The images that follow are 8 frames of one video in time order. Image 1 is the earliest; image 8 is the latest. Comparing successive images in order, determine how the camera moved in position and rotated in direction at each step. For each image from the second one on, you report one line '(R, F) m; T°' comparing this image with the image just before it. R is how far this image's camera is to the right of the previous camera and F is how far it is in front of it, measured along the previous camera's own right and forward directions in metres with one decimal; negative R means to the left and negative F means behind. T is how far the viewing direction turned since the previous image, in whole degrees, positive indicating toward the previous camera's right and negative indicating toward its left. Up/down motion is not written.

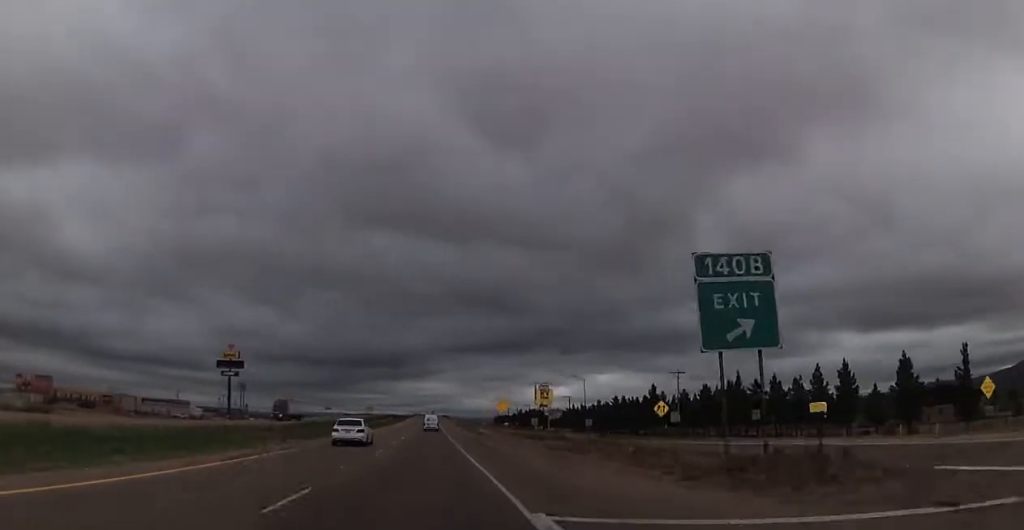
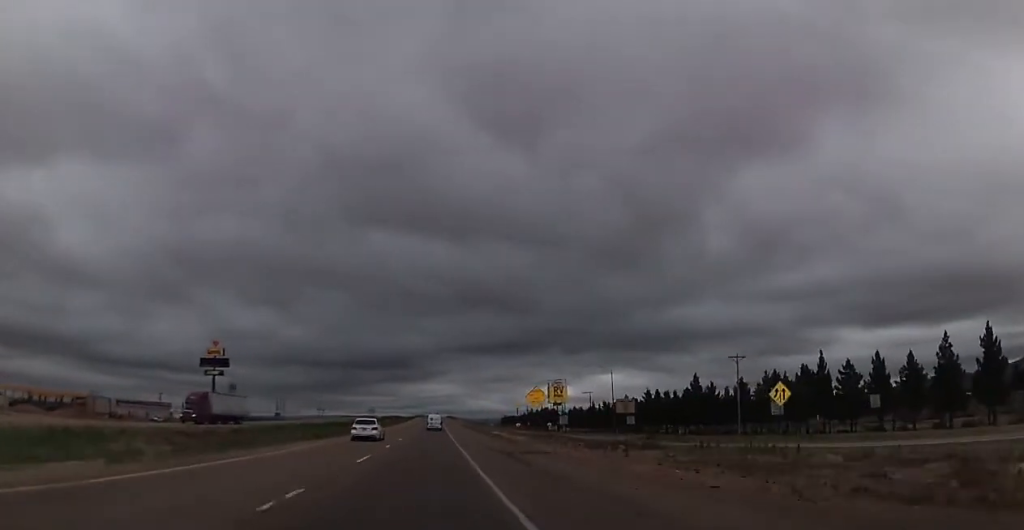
(0.0, +24.3) m; 0°
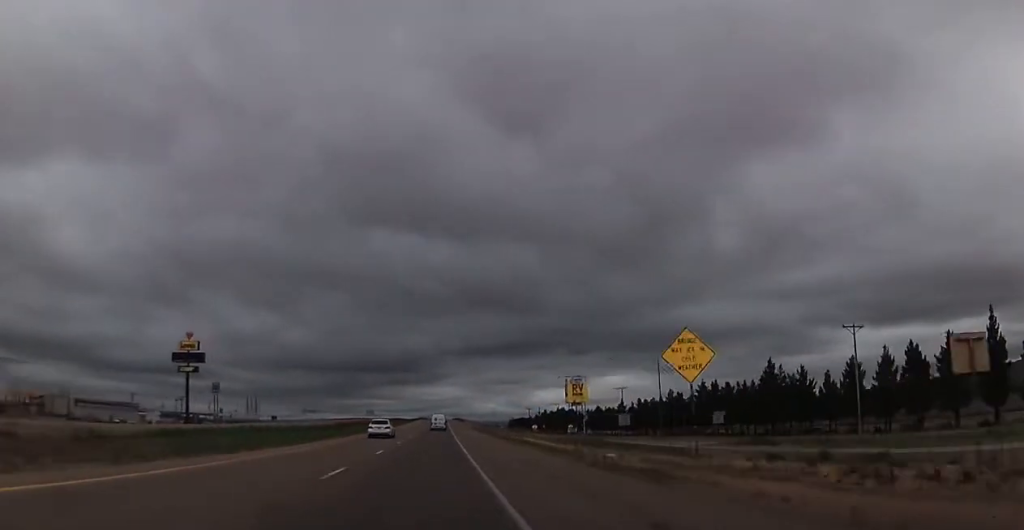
(-0.1, +30.5) m; -1°
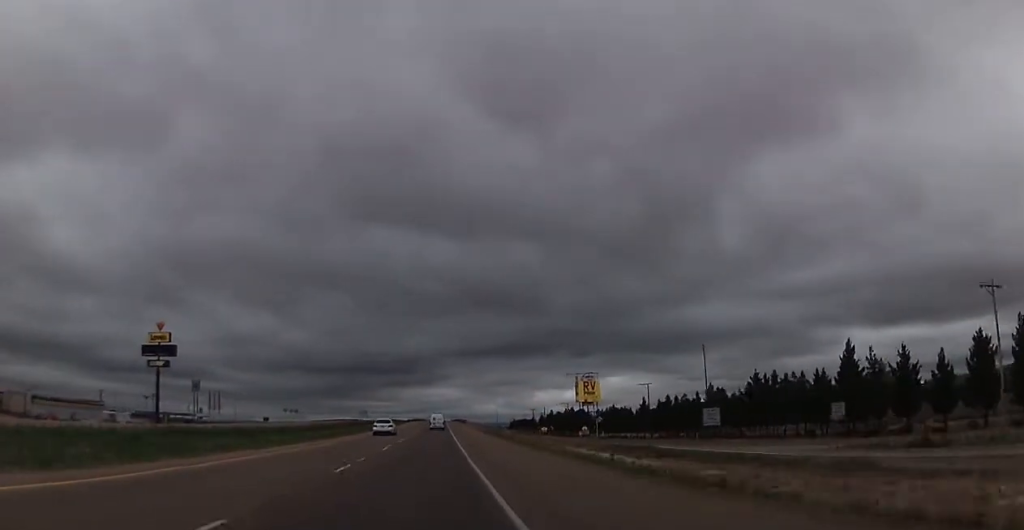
(-0.4, +22.7) m; -1°
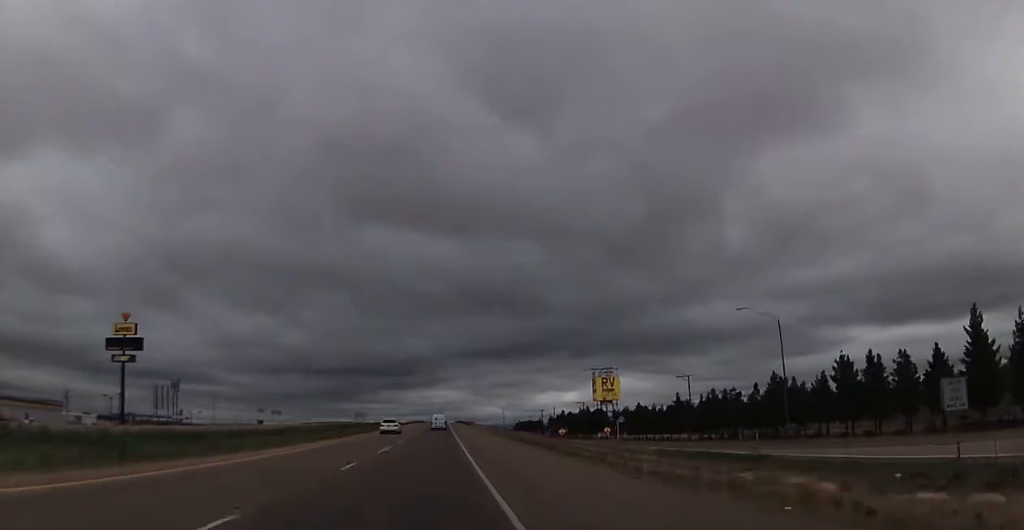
(+0.1, +23.7) m; 0°
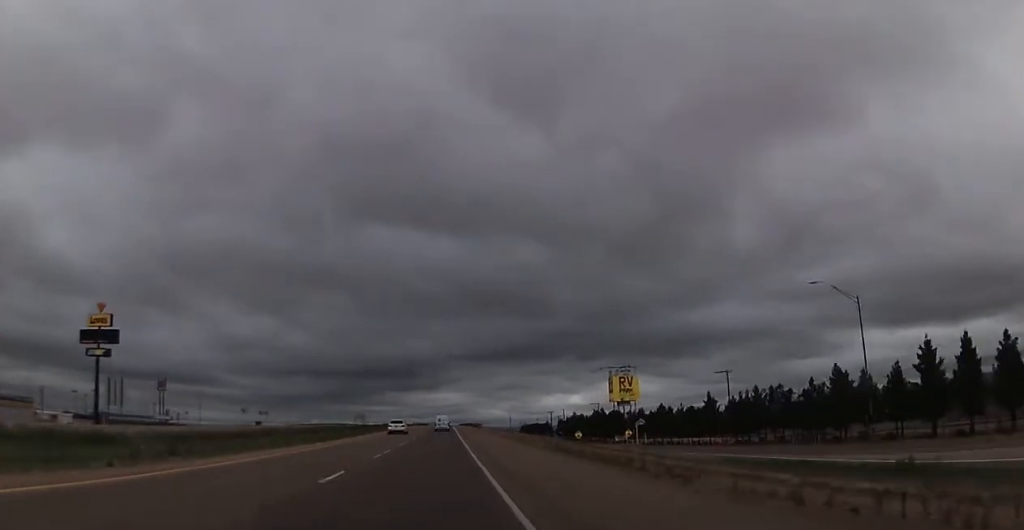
(0.0, +15.9) m; 0°
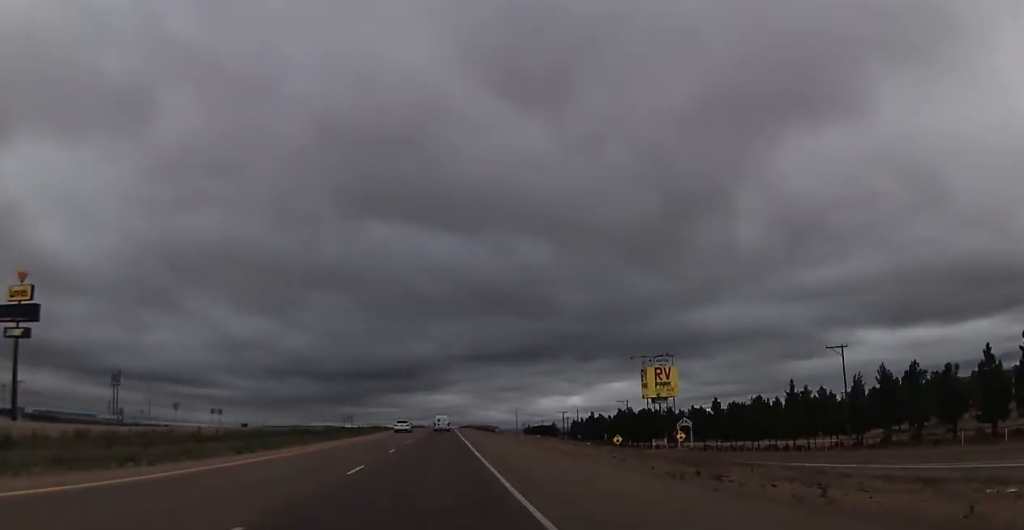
(0.0, +33.9) m; 0°
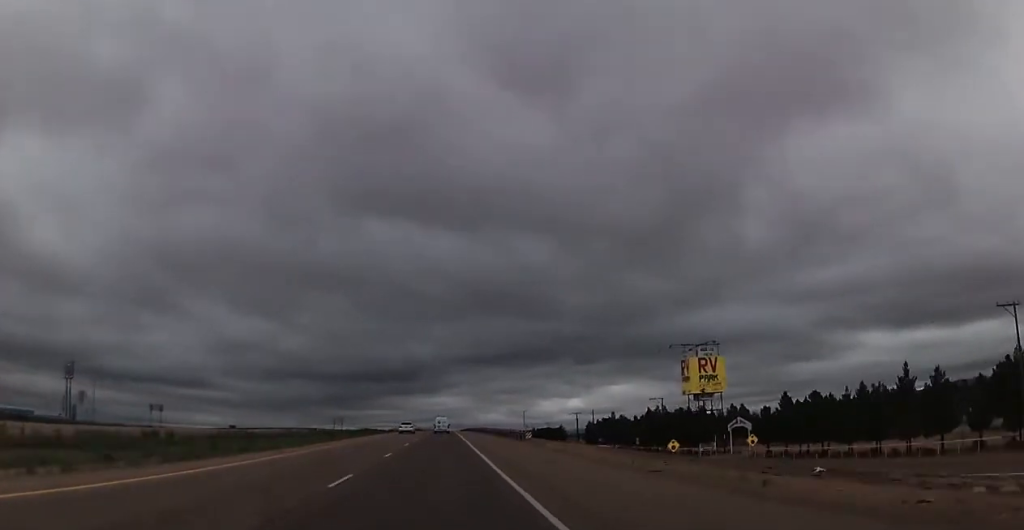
(+0.1, +28.0) m; 0°
